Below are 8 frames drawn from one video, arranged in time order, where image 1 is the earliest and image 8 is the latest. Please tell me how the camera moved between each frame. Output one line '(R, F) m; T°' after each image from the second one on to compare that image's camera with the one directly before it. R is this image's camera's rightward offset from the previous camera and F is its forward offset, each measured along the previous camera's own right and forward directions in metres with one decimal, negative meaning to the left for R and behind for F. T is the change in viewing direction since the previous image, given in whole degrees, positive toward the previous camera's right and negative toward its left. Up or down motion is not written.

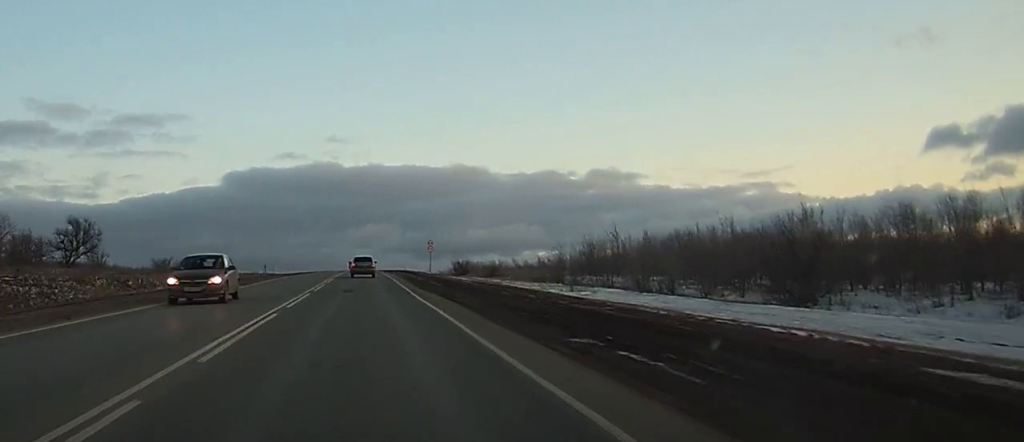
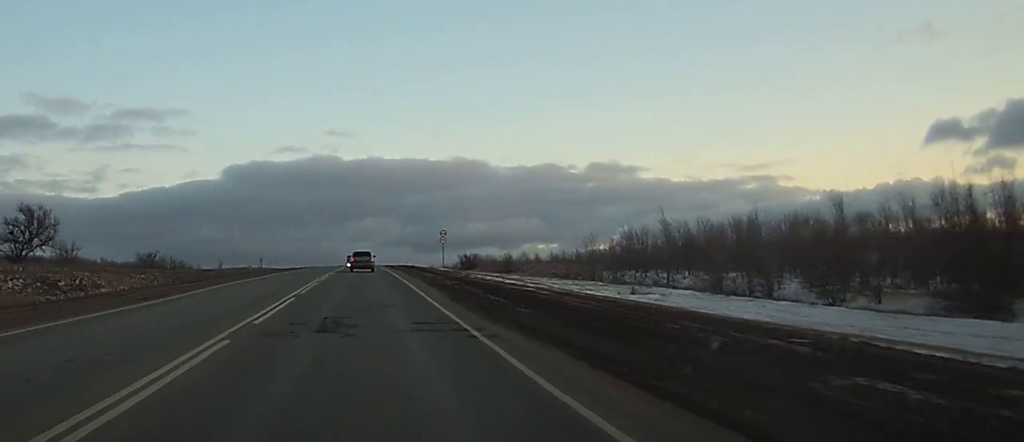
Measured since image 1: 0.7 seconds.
(0.0, +18.6) m; 0°
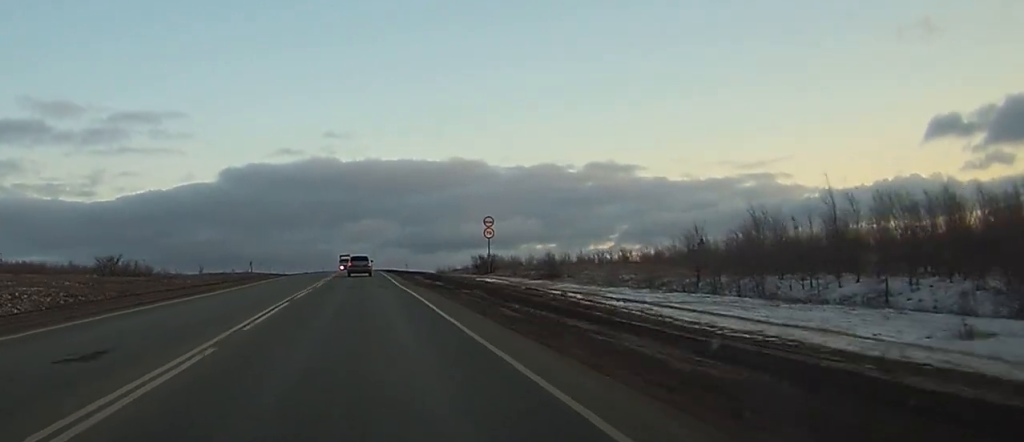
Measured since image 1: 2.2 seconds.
(-0.2, +36.6) m; 0°
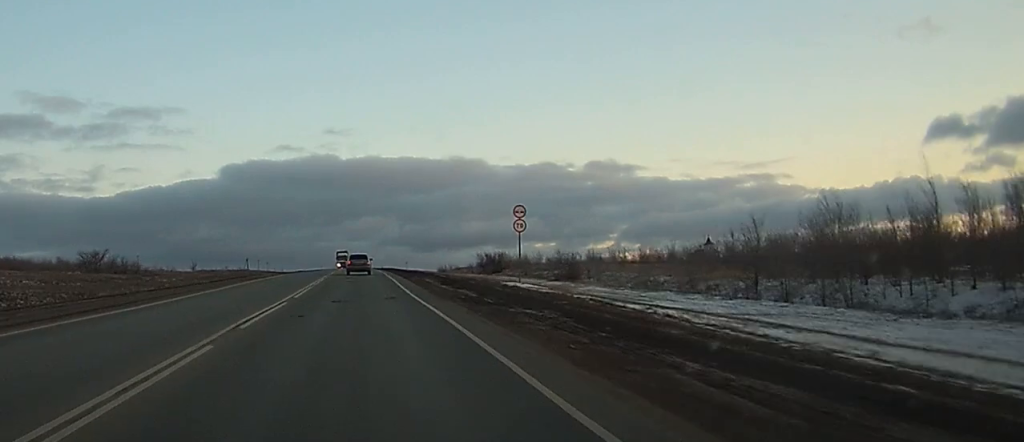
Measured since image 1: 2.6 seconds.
(0.0, +12.0) m; 0°
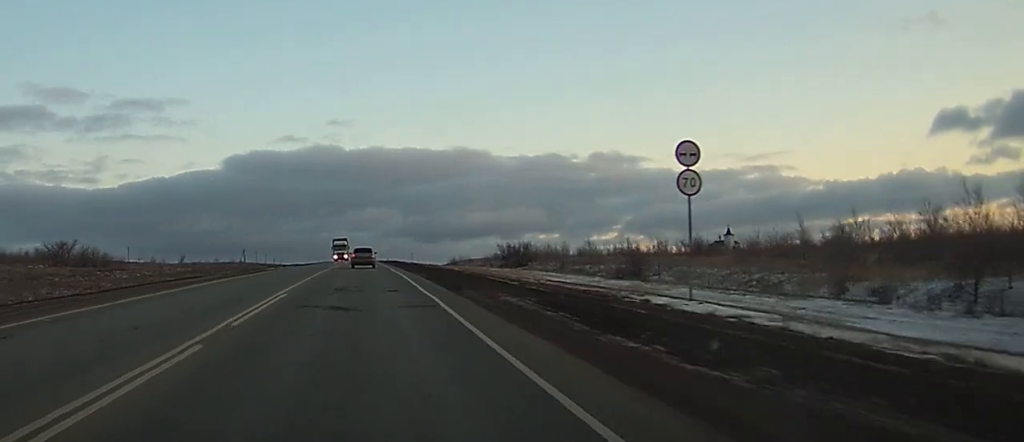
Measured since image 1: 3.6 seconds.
(0.0, +24.9) m; 0°
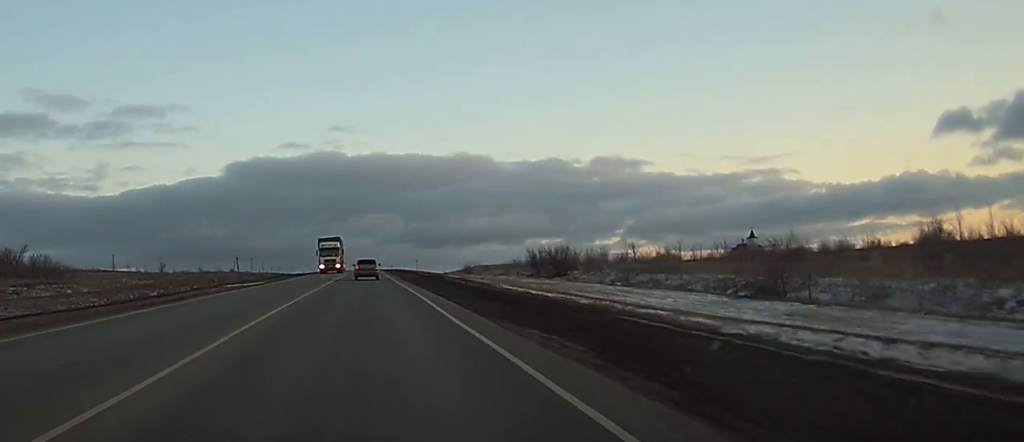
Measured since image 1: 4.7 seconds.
(+0.2, +29.4) m; 0°
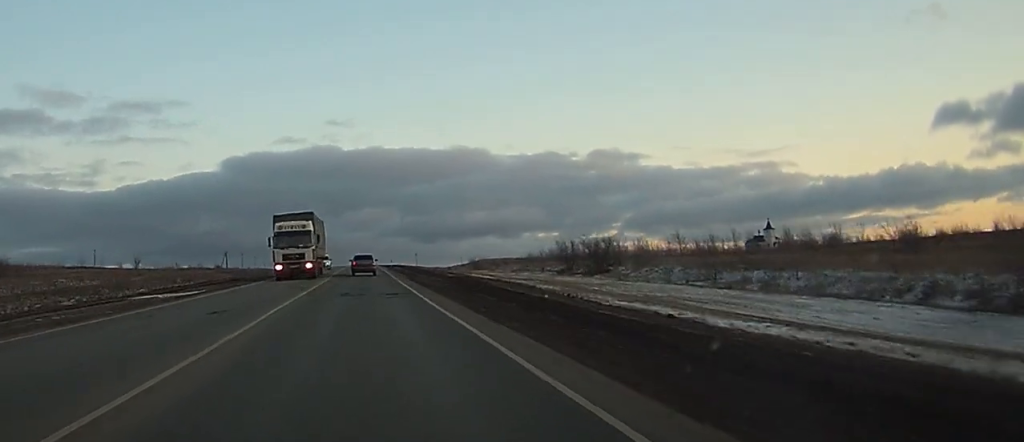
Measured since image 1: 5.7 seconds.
(-0.1, +24.3) m; 0°
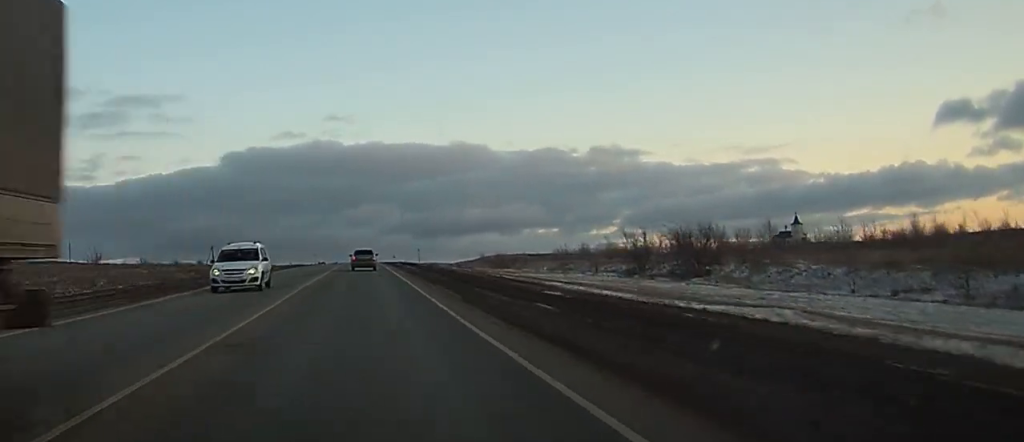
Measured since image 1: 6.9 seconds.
(+0.1, +31.3) m; 0°
